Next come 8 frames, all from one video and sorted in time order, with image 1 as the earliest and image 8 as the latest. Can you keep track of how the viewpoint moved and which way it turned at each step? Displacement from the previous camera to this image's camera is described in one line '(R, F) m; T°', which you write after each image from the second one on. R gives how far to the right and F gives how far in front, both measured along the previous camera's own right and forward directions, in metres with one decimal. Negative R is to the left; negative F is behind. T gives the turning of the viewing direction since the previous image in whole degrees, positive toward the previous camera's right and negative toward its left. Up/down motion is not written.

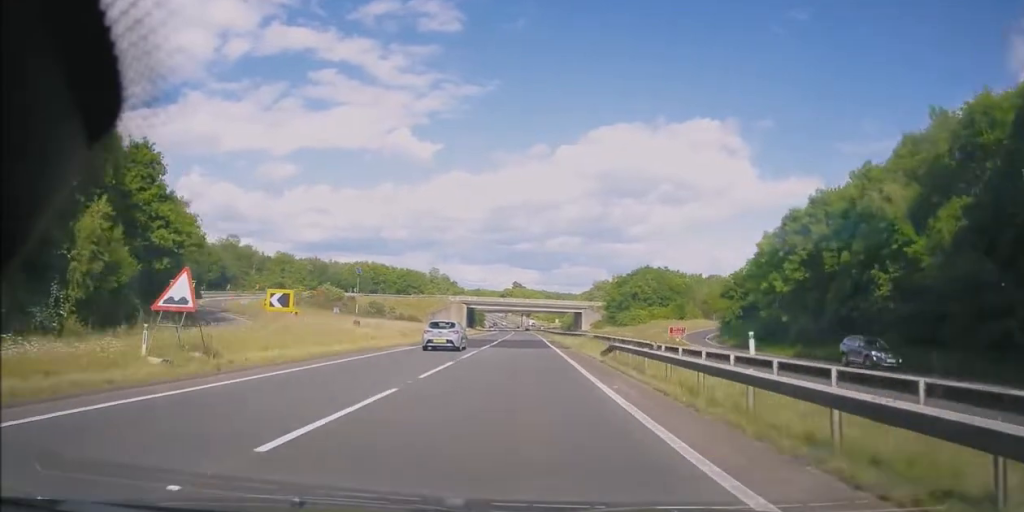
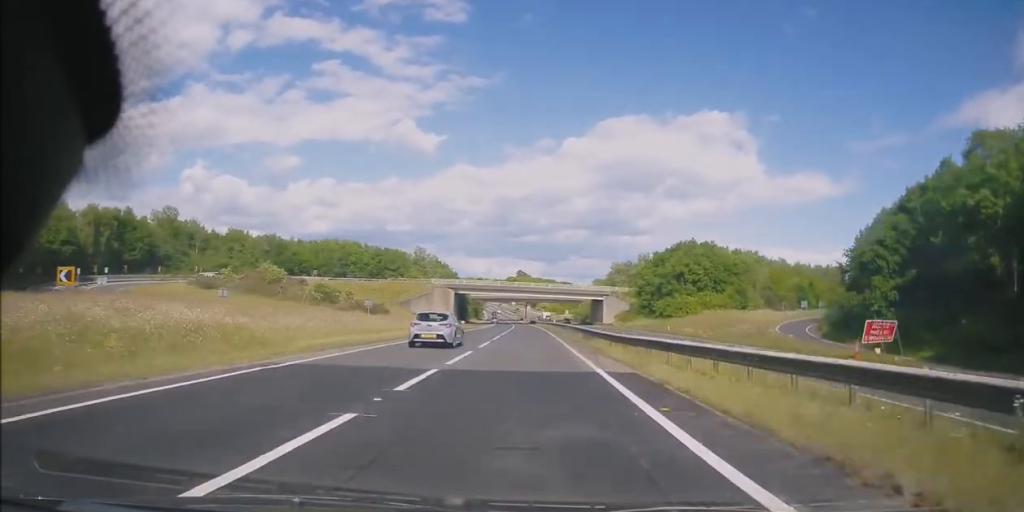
(+0.4, +38.2) m; 0°
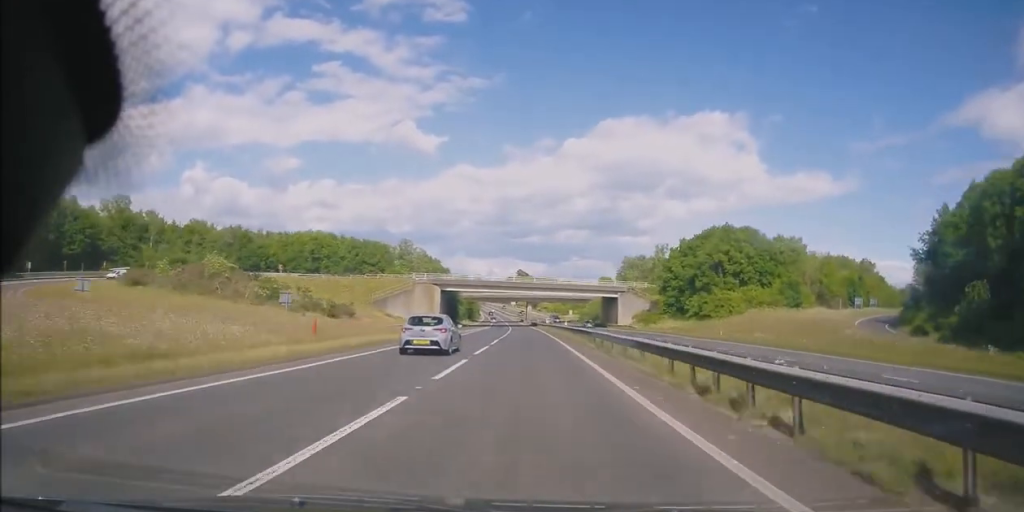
(-0.3, +21.1) m; 0°
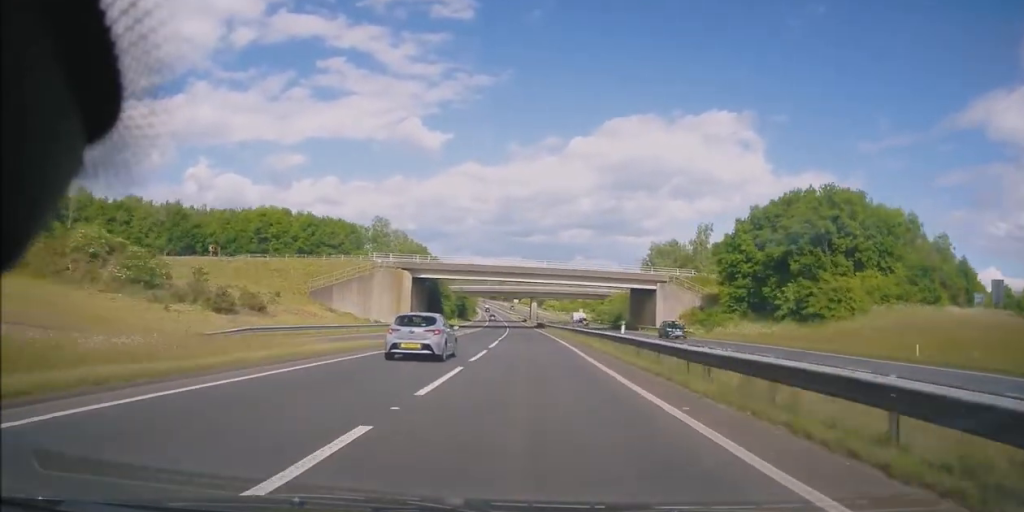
(+0.3, +30.3) m; 0°
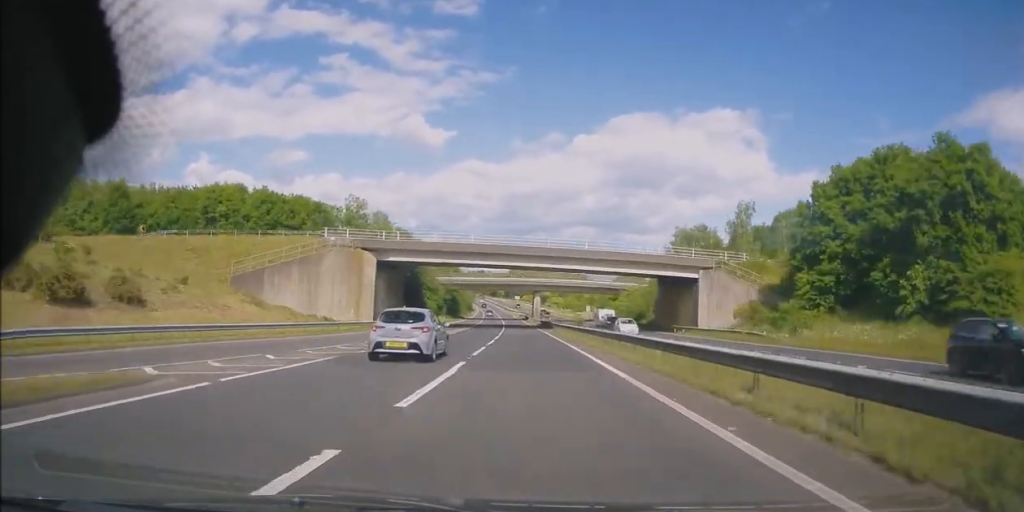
(-0.2, +19.7) m; -1°
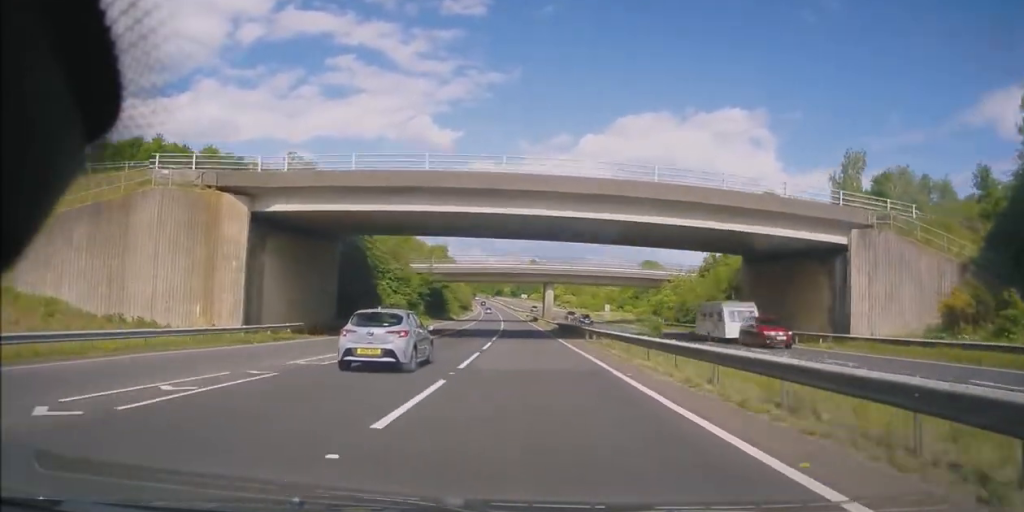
(-0.4, +29.8) m; -1°
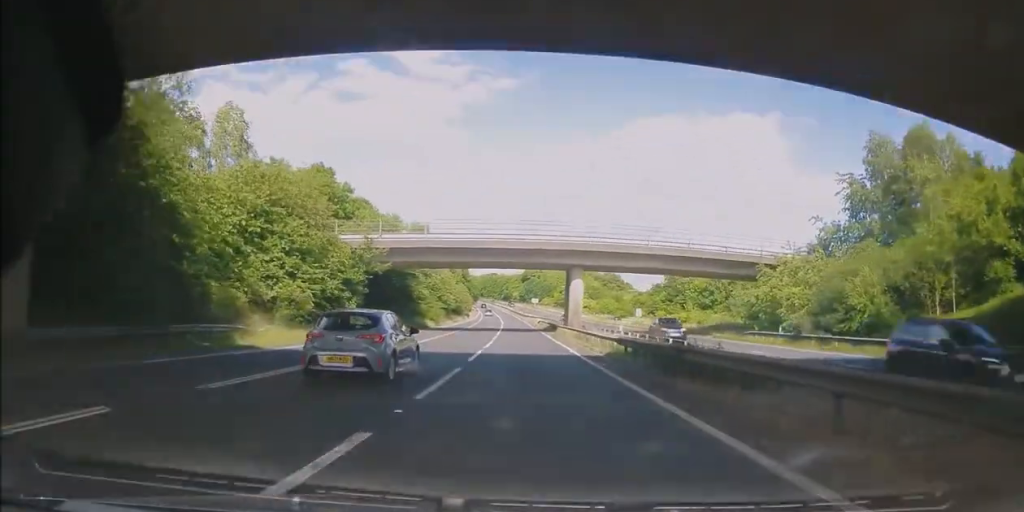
(0.0, +33.7) m; -1°
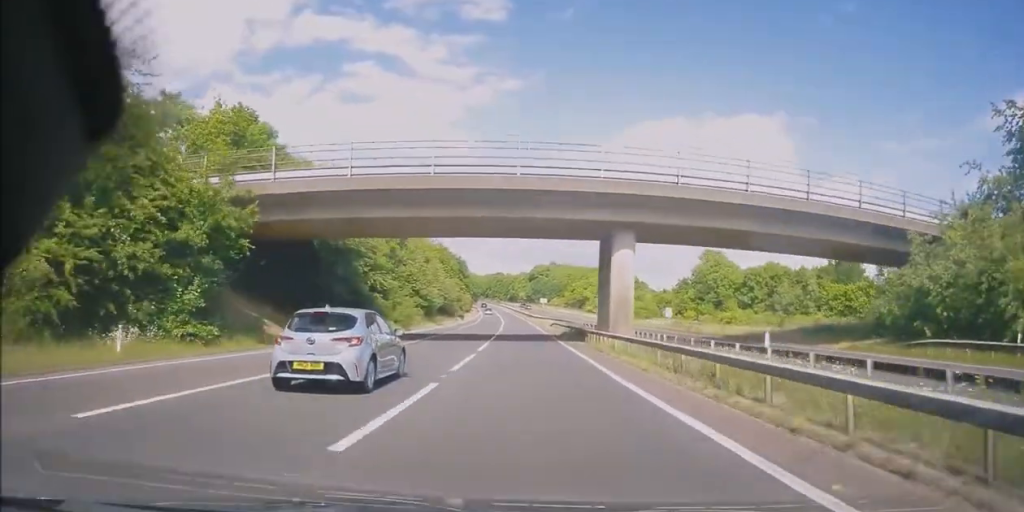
(-0.1, +22.6) m; -1°
